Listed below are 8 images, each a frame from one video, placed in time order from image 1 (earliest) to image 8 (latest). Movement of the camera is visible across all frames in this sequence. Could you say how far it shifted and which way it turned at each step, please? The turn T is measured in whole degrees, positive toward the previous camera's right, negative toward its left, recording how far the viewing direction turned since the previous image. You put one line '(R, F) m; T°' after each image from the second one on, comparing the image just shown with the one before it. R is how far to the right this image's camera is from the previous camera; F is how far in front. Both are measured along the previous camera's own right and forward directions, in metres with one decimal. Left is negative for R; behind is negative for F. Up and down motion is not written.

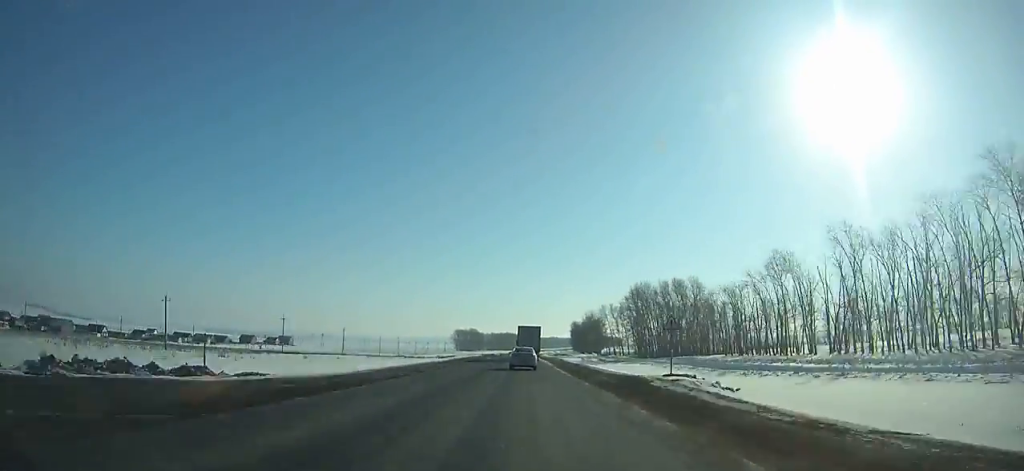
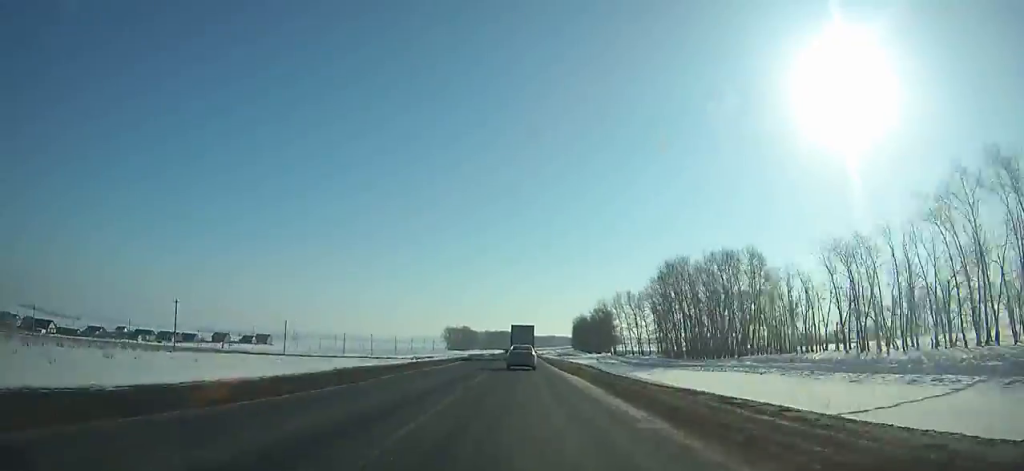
(0.0, +42.6) m; 0°
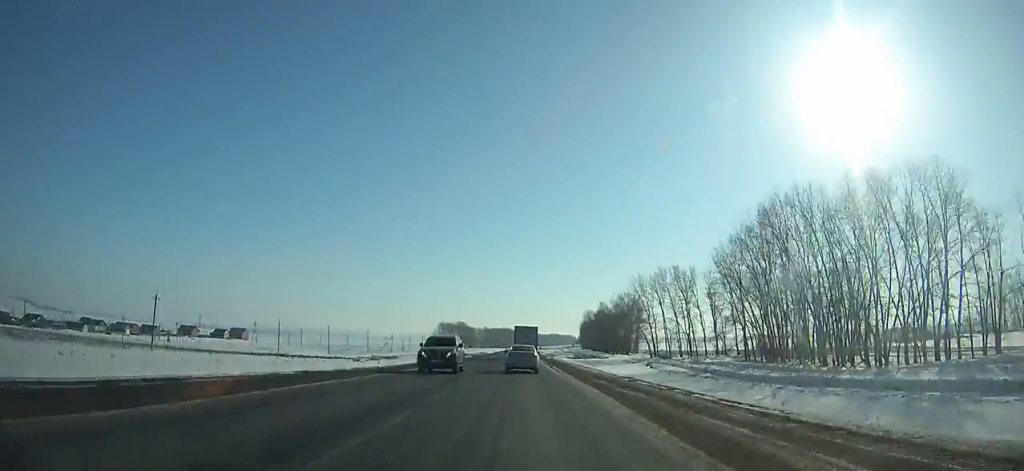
(+0.1, +53.1) m; 0°
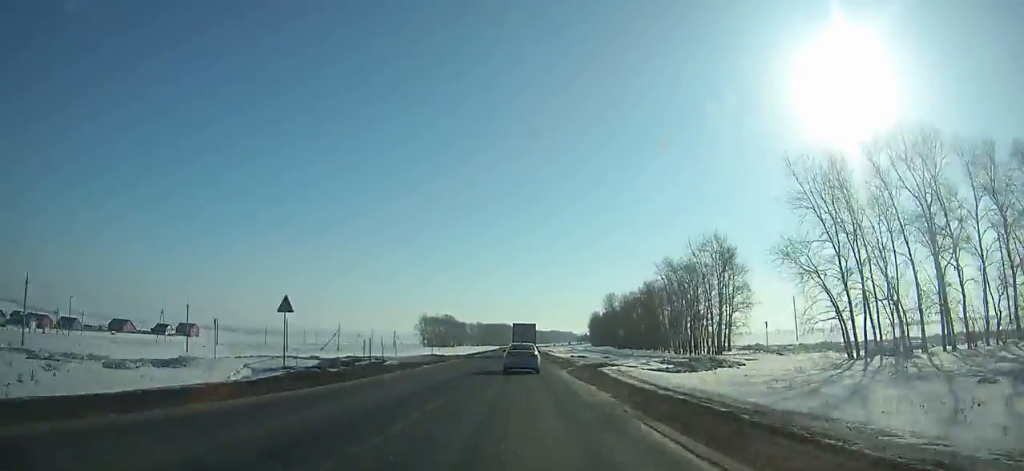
(+0.4, +78.5) m; 0°
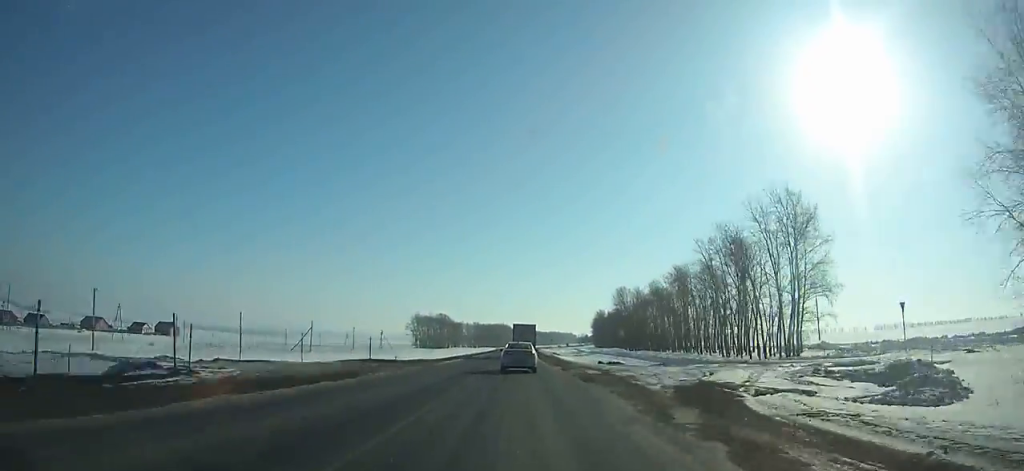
(-0.1, +25.6) m; 0°
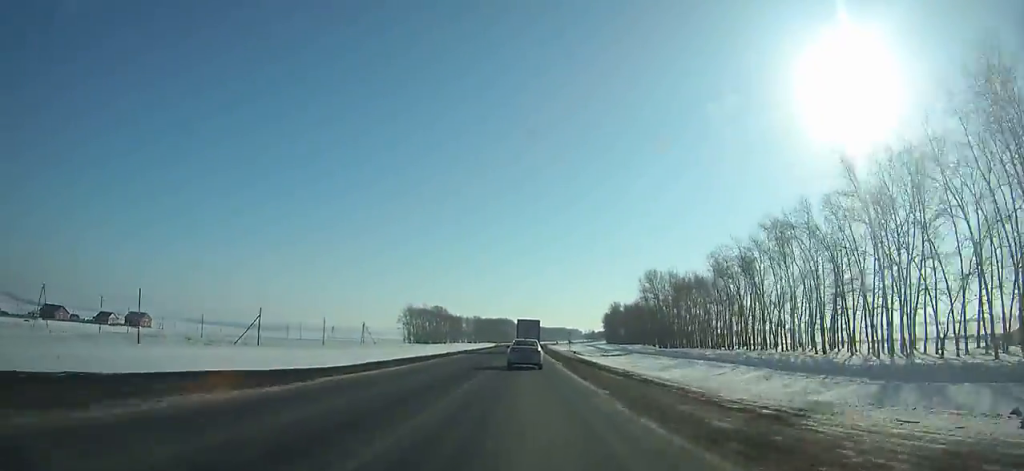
(-0.1, +38.3) m; 0°
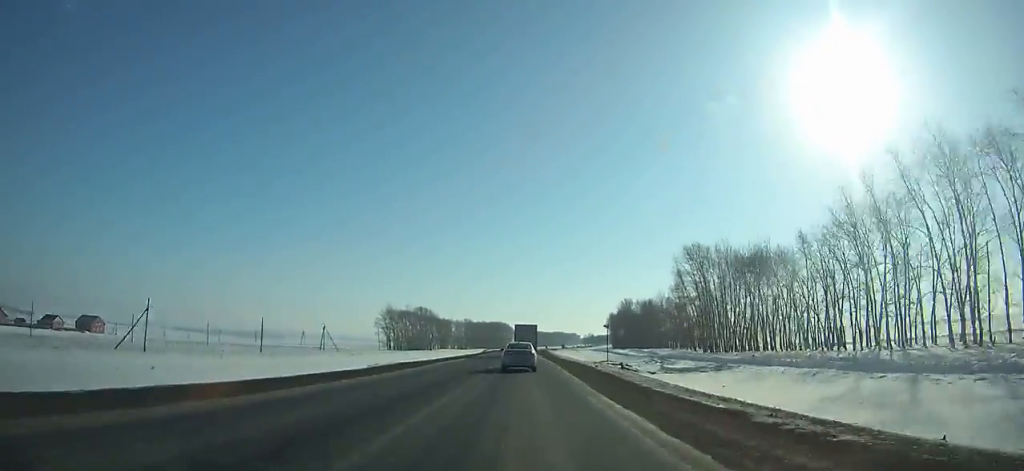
(0.0, +42.7) m; 0°
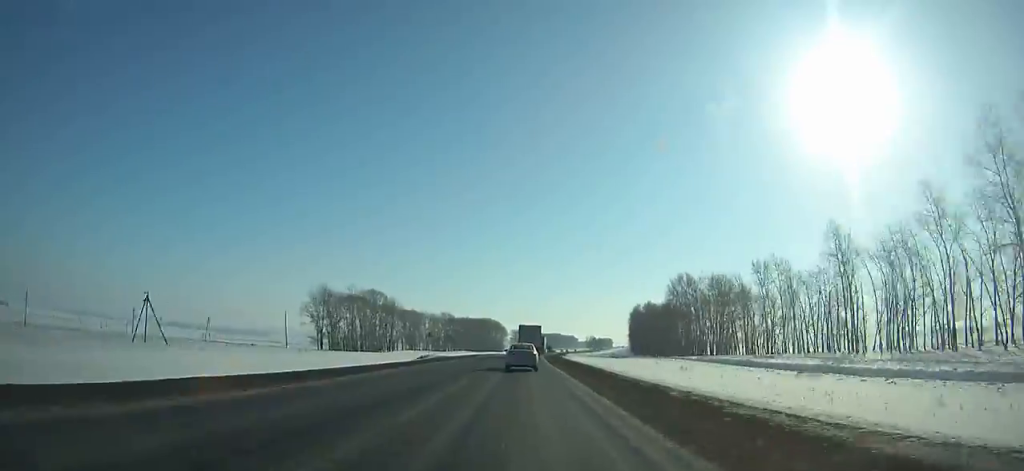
(+0.6, +94.1) m; +1°
